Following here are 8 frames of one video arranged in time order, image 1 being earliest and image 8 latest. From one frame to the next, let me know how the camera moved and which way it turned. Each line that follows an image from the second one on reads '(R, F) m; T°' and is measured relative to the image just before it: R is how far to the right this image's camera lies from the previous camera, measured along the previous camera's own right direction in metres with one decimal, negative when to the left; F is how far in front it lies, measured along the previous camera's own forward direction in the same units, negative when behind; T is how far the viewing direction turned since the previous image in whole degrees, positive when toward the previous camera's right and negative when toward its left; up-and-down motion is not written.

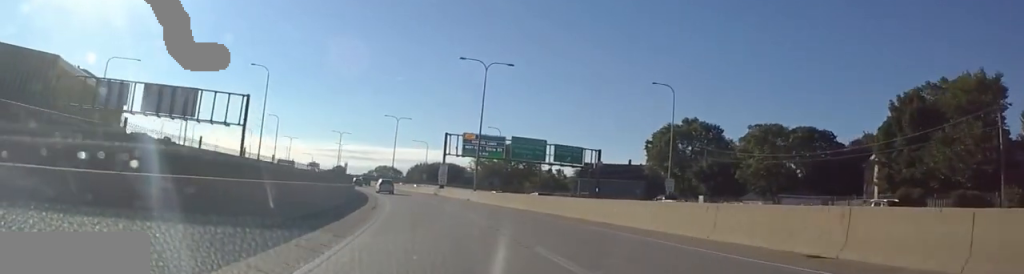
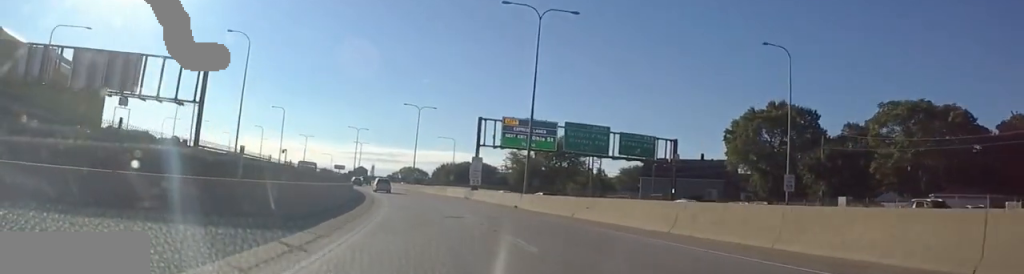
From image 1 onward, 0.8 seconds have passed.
(-0.7, +21.0) m; -3°
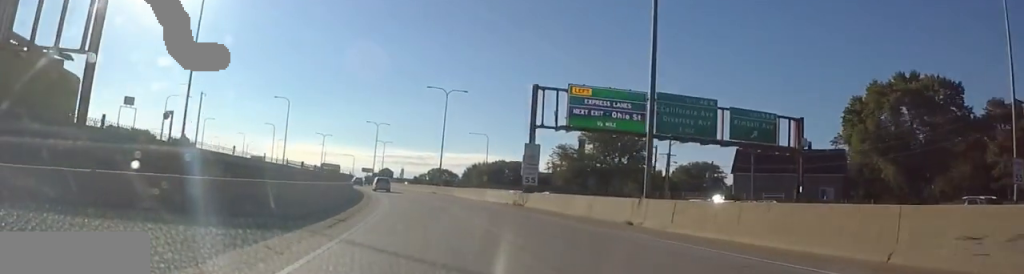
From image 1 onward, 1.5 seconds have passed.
(-0.5, +21.7) m; -3°
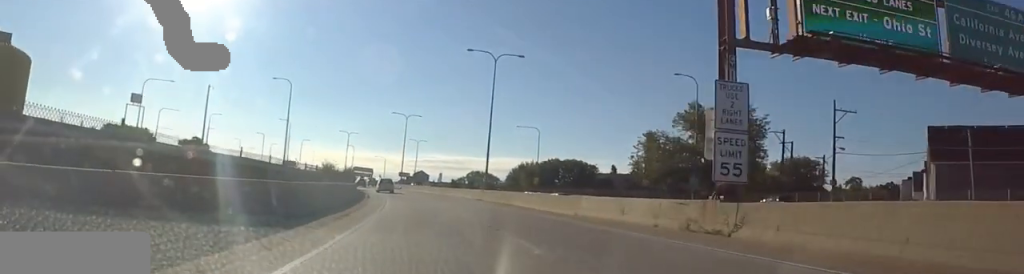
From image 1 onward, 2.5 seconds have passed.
(-0.8, +27.8) m; -4°
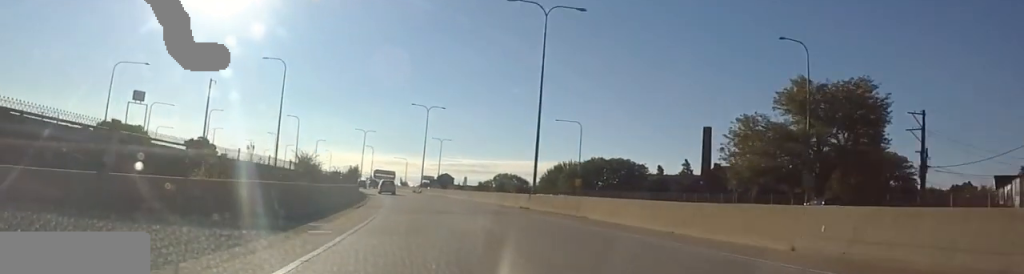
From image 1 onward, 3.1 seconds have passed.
(-0.3, +18.9) m; -2°
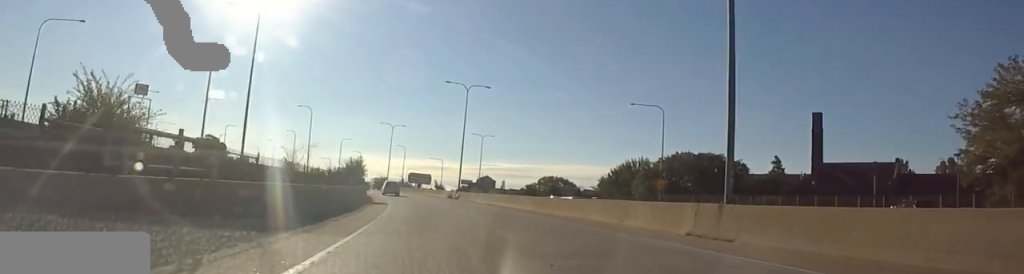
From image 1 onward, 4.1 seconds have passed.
(-0.7, +27.7) m; -1°
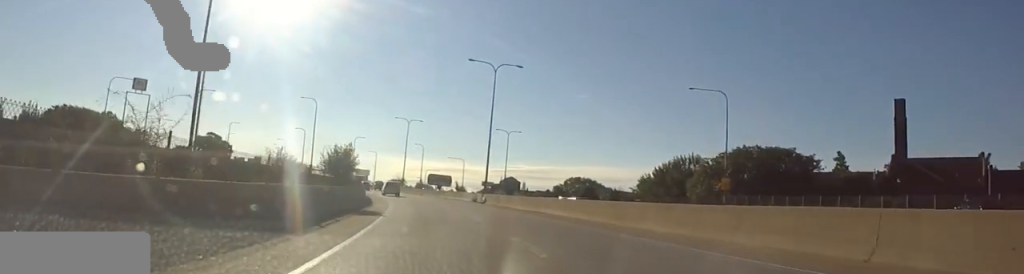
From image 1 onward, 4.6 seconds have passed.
(+0.2, +15.9) m; -3°
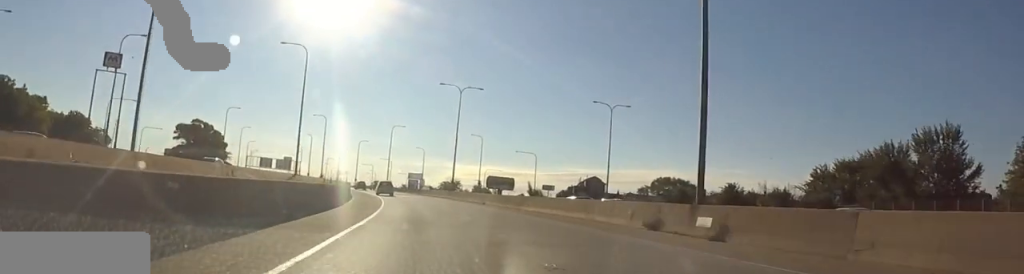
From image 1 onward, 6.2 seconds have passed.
(-4.3, +47.1) m; -8°
